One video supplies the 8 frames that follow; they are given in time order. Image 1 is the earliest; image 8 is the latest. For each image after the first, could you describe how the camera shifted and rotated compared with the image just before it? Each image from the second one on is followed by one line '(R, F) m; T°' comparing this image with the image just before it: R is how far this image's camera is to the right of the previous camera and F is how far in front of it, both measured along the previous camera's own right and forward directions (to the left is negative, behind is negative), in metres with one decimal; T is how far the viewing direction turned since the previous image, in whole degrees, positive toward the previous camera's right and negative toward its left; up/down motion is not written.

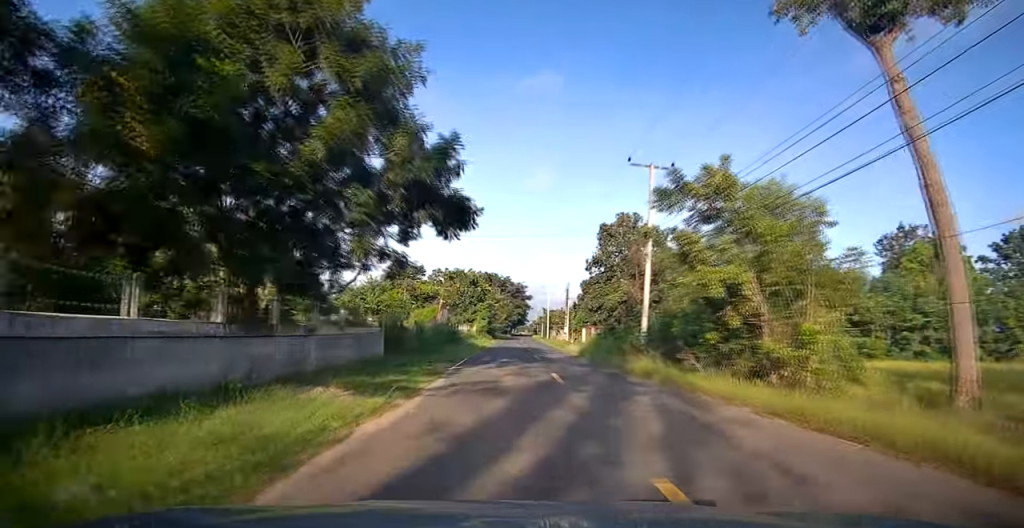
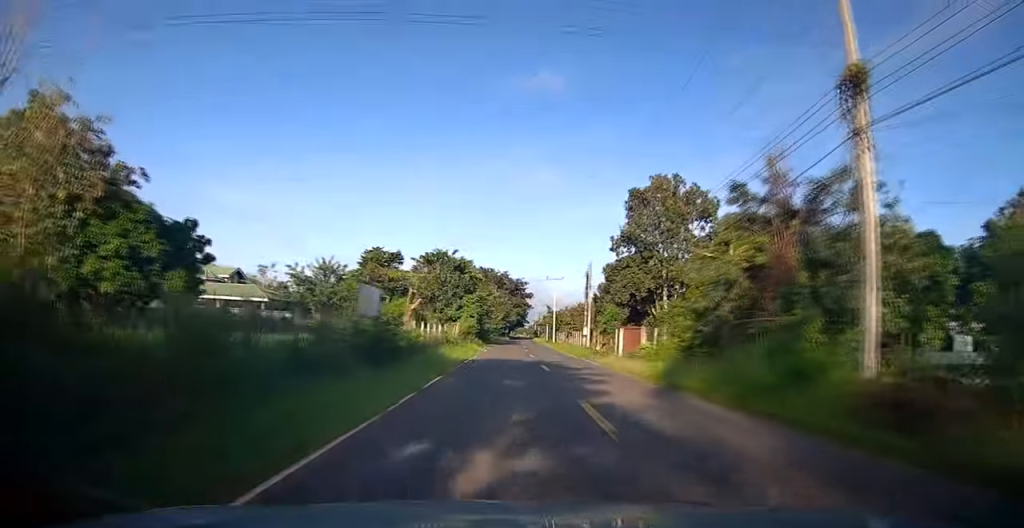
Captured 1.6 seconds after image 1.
(0.0, +18.3) m; +1°
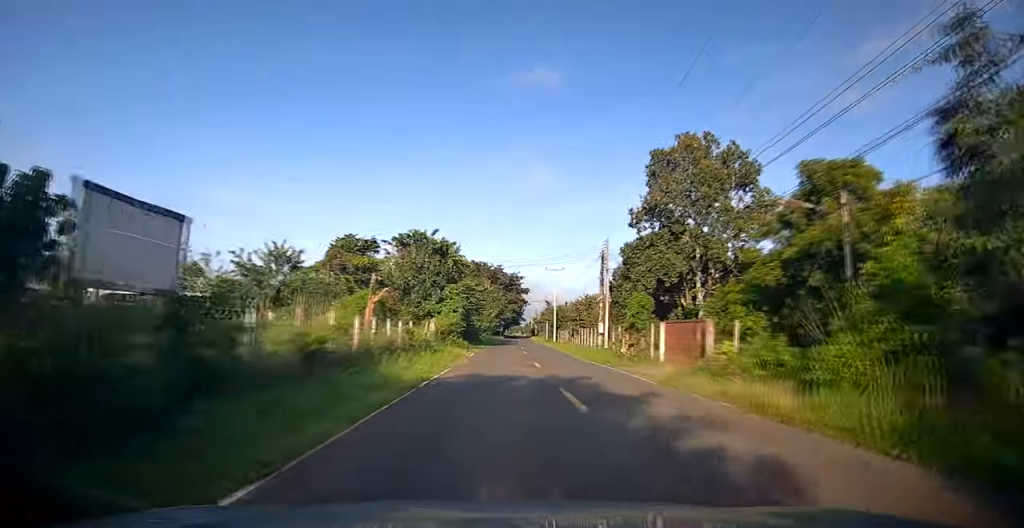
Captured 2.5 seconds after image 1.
(0.0, +10.5) m; 0°
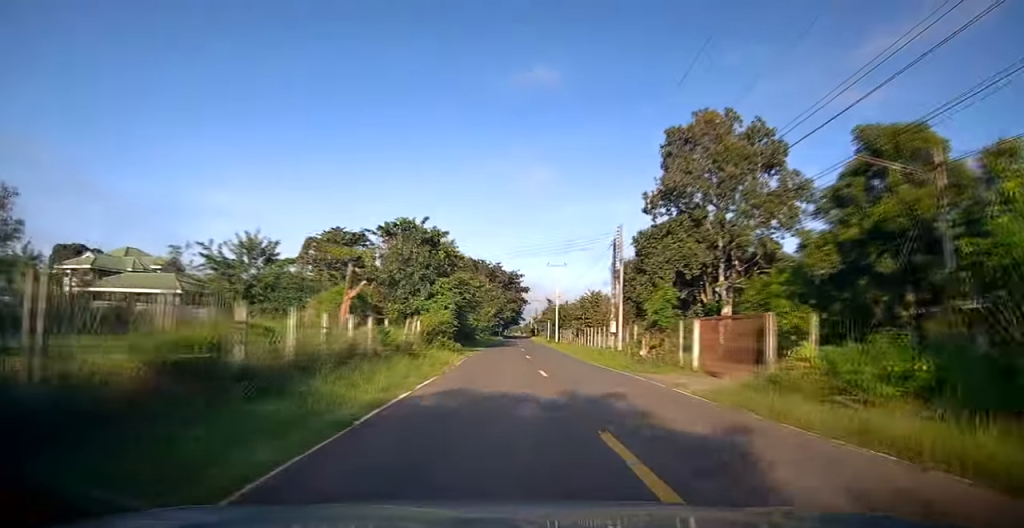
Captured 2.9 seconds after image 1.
(0.0, +4.7) m; 0°
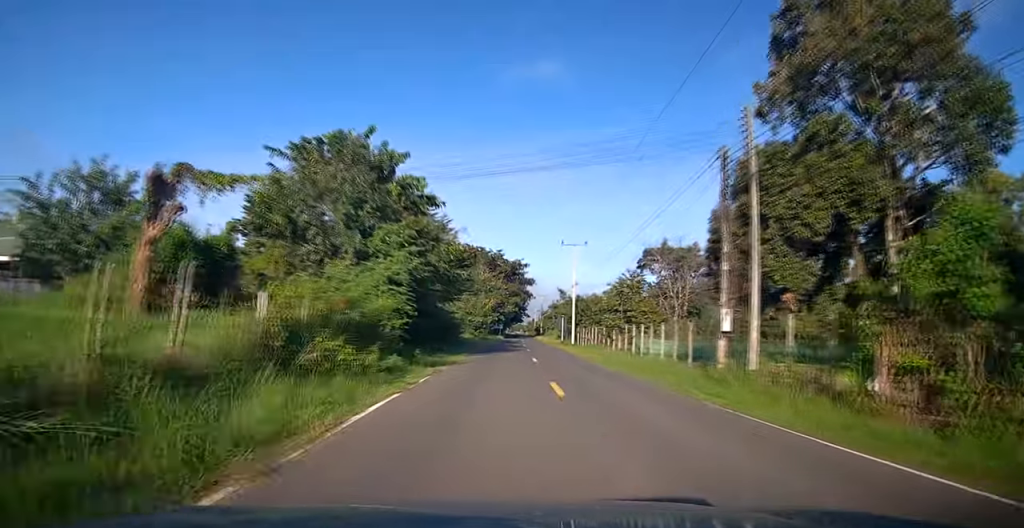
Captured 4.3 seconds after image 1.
(+0.1, +16.9) m; +1°
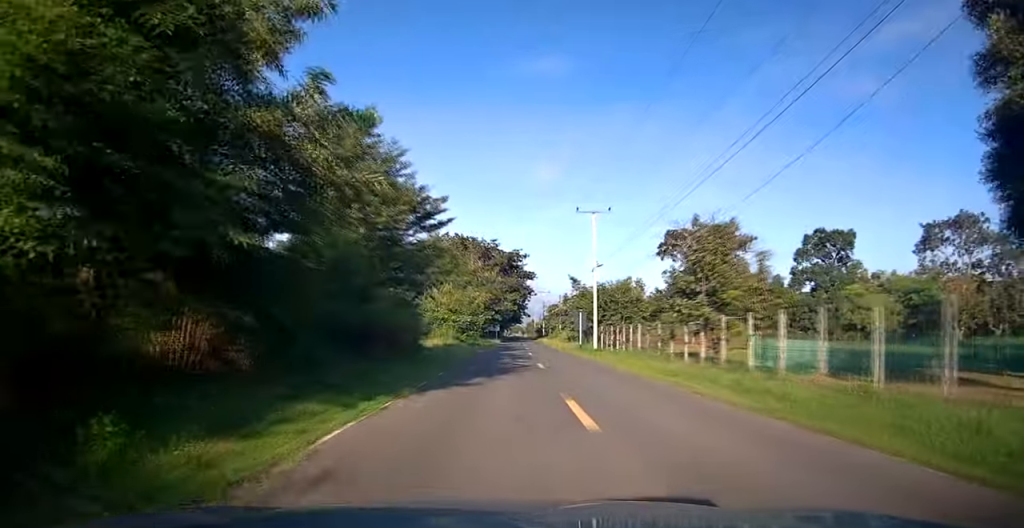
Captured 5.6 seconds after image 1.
(0.0, +15.5) m; 0°
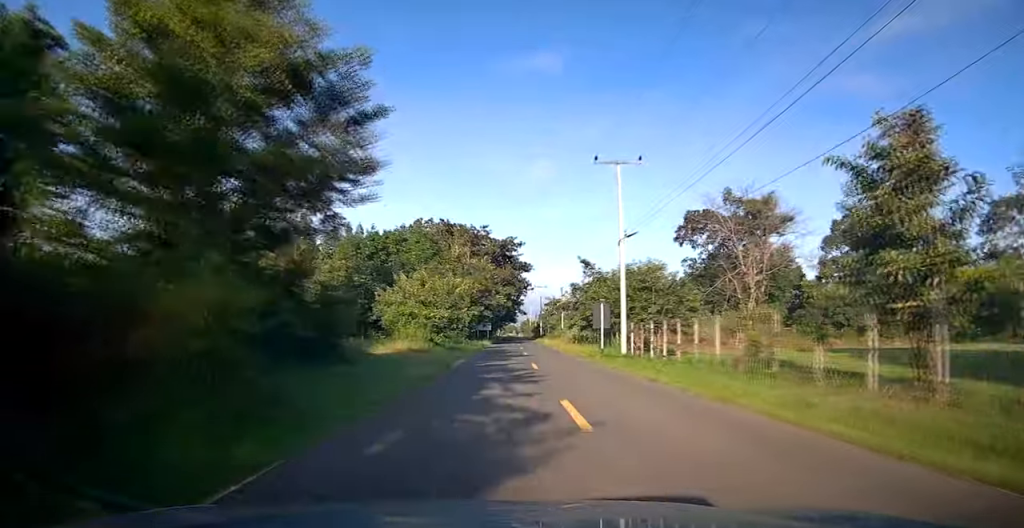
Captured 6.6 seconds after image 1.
(-0.1, +12.1) m; 0°
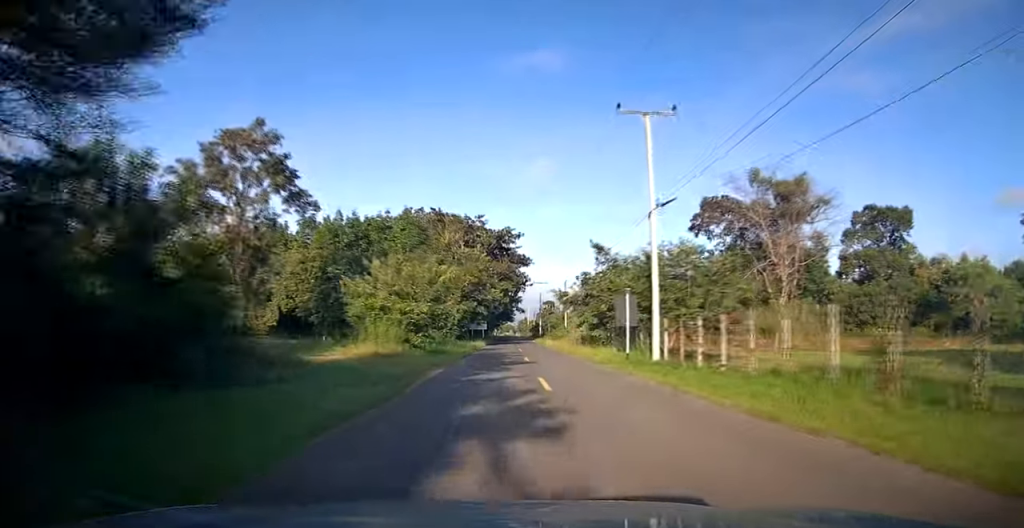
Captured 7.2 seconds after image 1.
(0.0, +6.9) m; 0°
